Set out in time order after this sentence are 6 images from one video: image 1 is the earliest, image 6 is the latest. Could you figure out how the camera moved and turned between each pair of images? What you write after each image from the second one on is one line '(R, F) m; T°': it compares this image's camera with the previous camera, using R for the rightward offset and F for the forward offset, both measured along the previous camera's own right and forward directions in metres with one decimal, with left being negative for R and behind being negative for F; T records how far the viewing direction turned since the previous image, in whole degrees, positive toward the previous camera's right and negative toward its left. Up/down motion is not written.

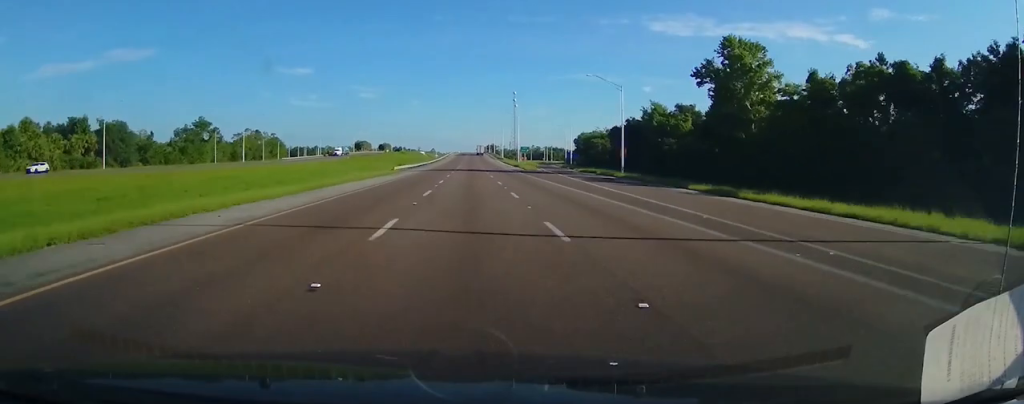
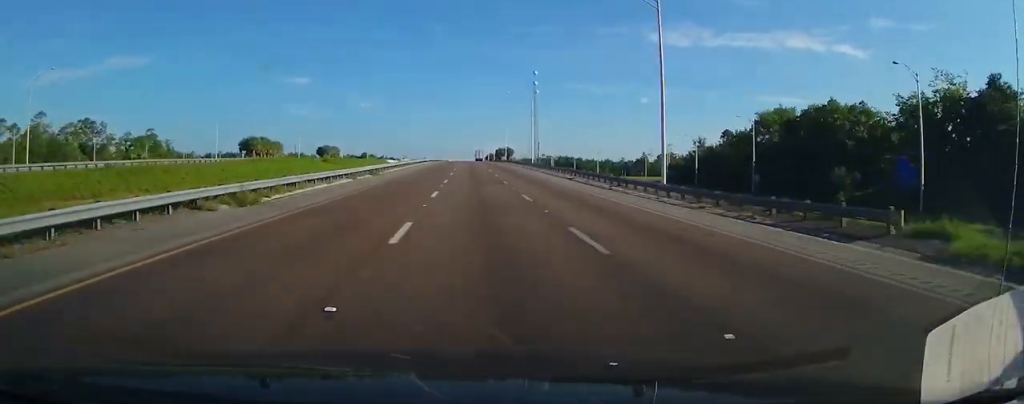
(+0.9, +164.4) m; 0°
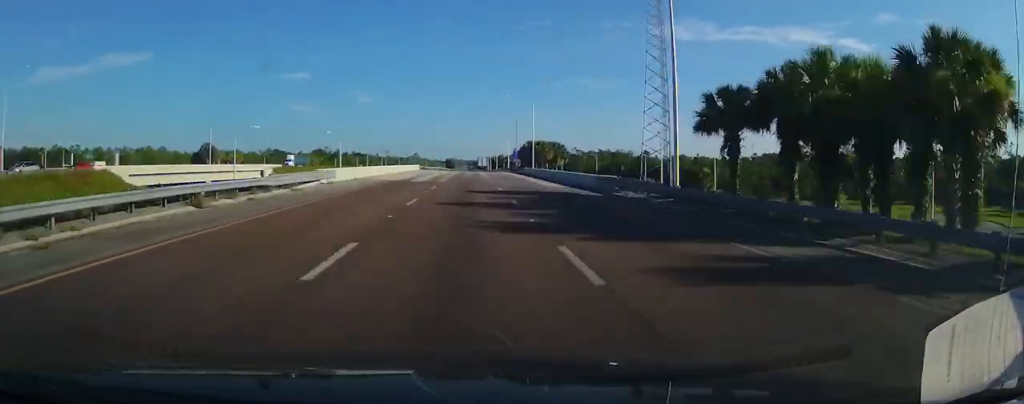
(-1.0, +213.4) m; 0°
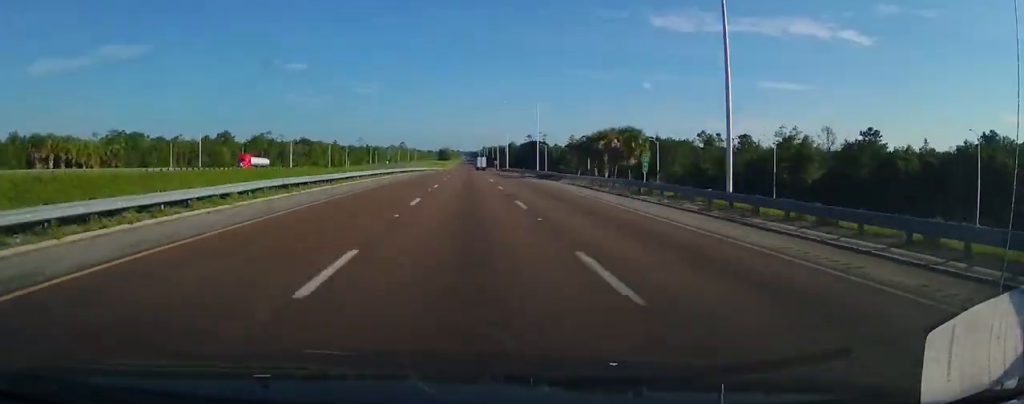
(+0.2, +143.5) m; 0°
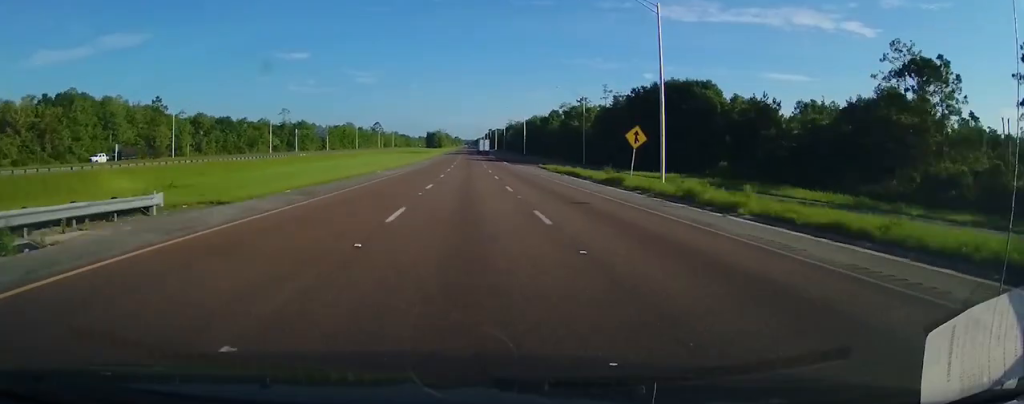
(0.0, +199.0) m; 0°
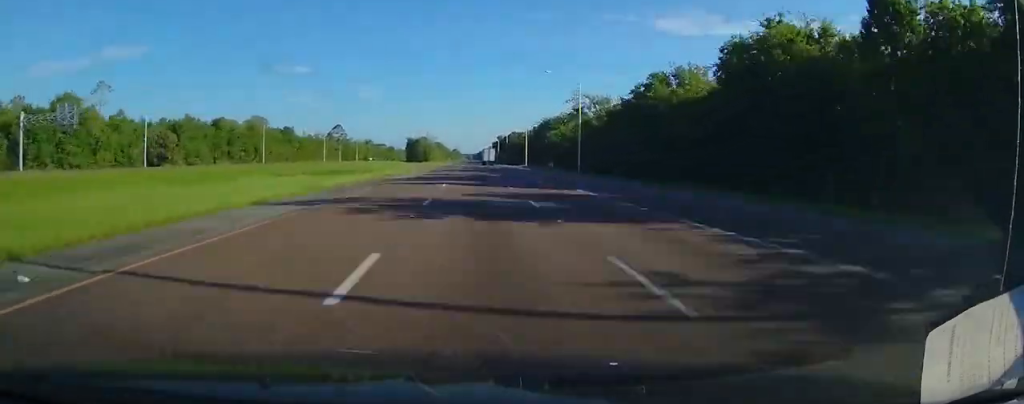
(-0.9, +153.2) m; 0°
